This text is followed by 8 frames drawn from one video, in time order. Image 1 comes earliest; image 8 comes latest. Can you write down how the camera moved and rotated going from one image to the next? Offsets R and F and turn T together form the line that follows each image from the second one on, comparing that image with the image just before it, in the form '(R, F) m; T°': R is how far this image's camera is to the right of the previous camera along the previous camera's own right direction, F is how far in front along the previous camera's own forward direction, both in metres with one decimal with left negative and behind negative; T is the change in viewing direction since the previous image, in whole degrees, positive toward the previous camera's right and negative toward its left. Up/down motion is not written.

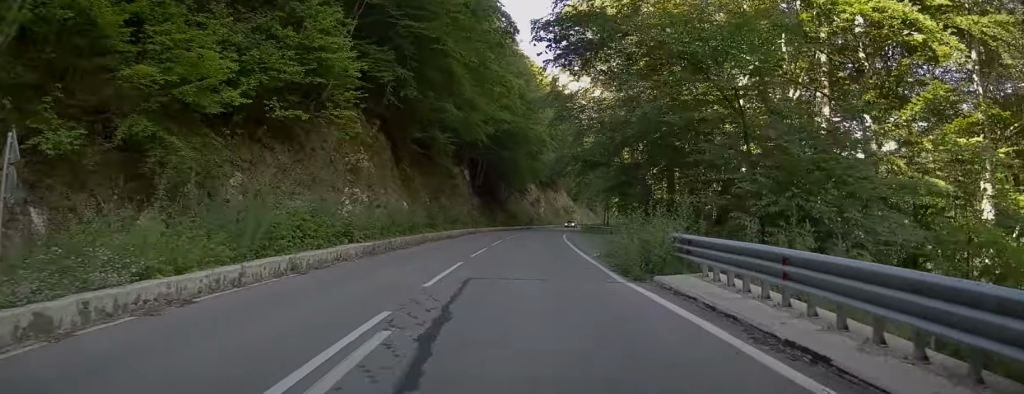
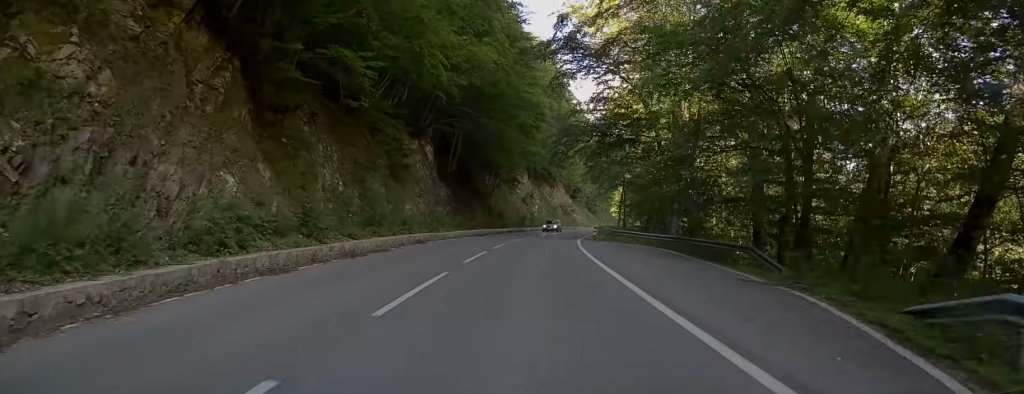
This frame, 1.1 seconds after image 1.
(-0.2, +20.9) m; 0°
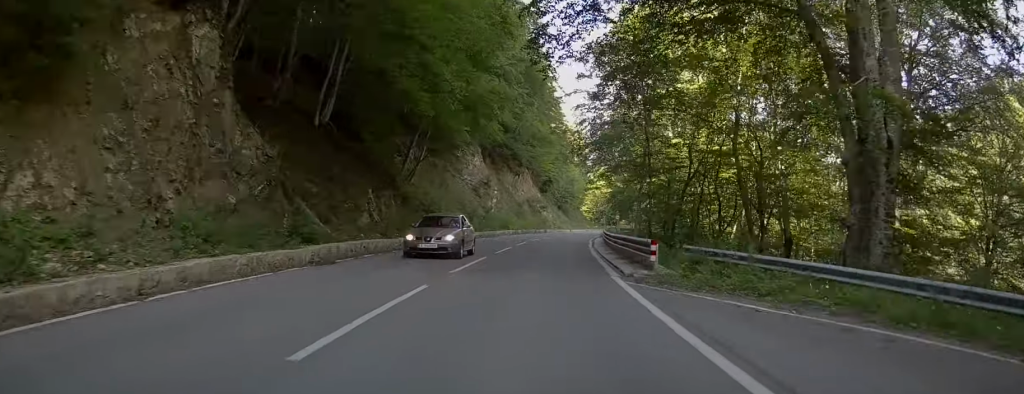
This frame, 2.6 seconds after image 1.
(+0.5, +28.5) m; +2°
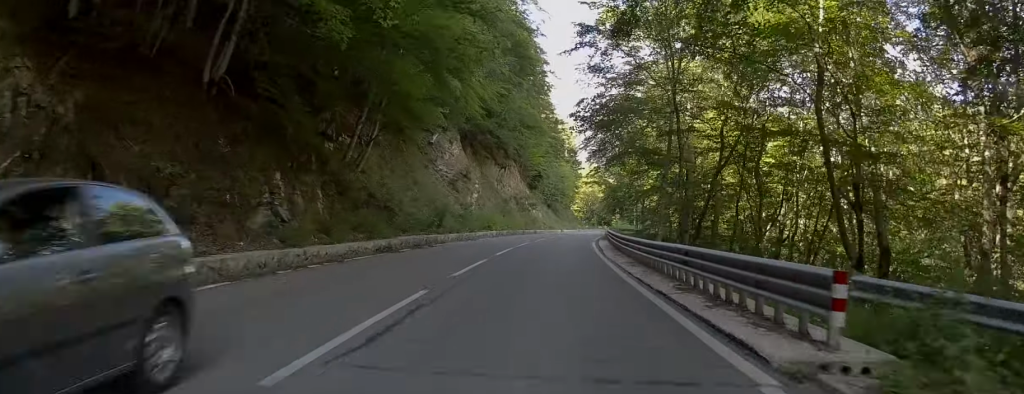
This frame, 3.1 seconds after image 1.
(0.0, +9.5) m; +1°
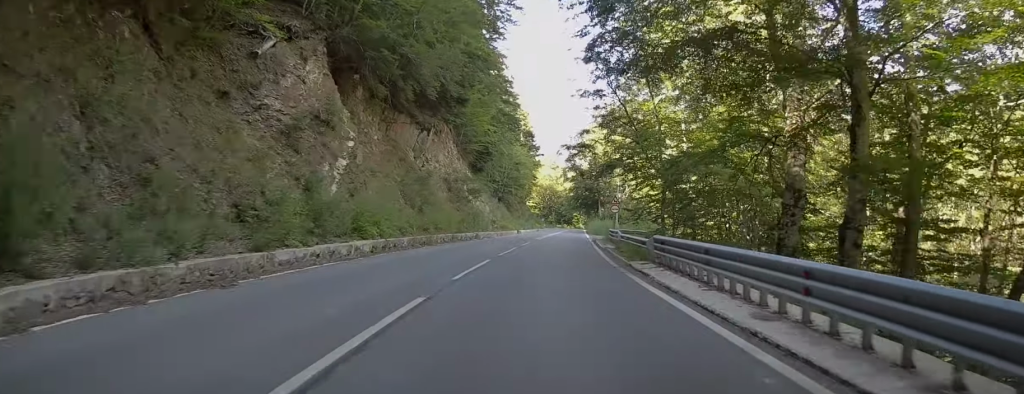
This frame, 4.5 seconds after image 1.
(+0.9, +27.1) m; +5°
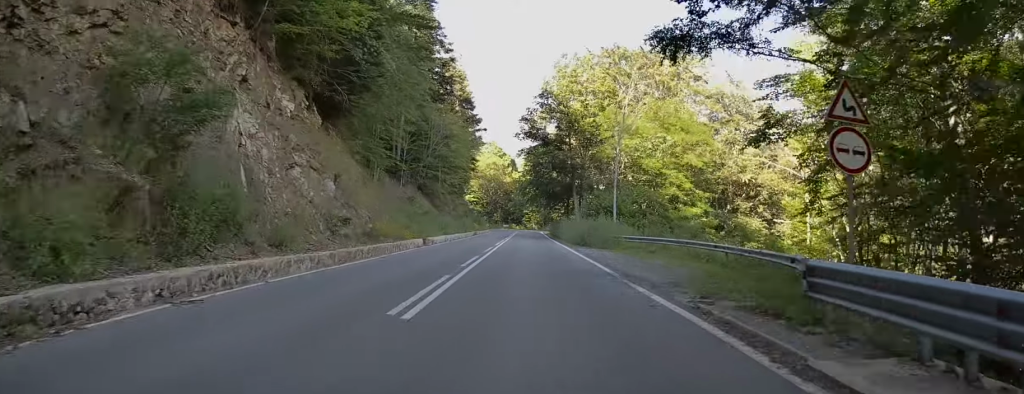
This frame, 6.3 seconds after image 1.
(+1.5, +34.9) m; +3°
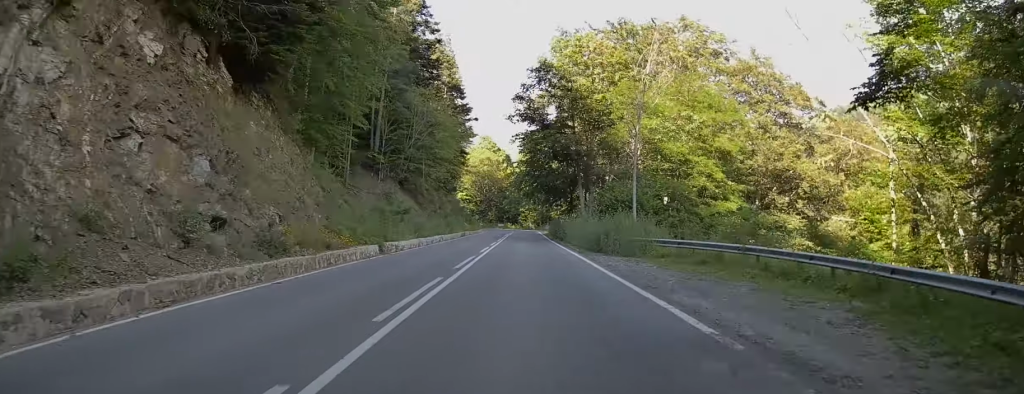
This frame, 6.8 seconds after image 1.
(0.0, +9.3) m; 0°
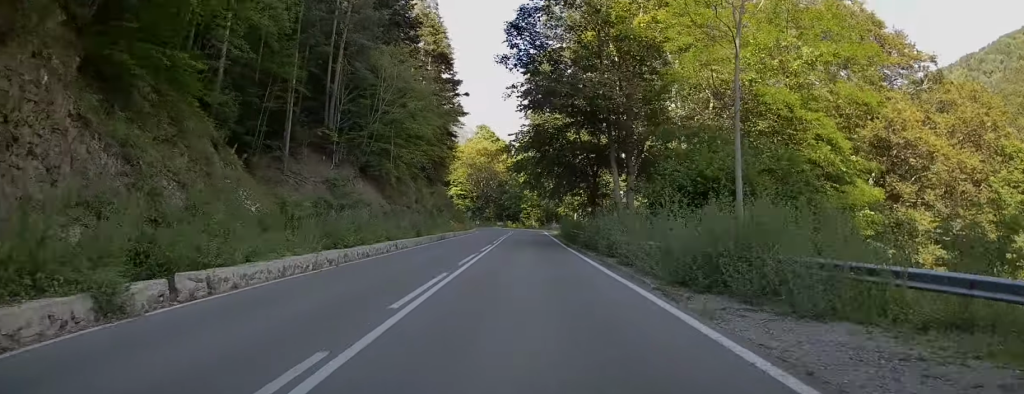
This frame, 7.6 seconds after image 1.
(-0.1, +16.8) m; -2°
